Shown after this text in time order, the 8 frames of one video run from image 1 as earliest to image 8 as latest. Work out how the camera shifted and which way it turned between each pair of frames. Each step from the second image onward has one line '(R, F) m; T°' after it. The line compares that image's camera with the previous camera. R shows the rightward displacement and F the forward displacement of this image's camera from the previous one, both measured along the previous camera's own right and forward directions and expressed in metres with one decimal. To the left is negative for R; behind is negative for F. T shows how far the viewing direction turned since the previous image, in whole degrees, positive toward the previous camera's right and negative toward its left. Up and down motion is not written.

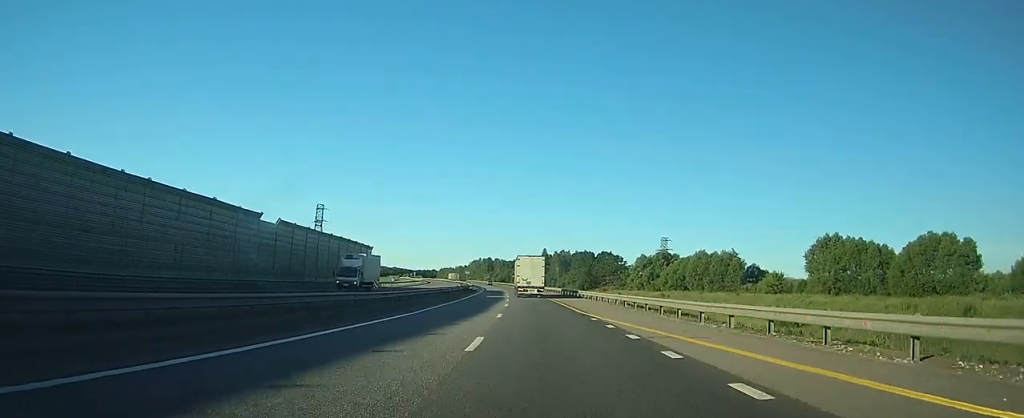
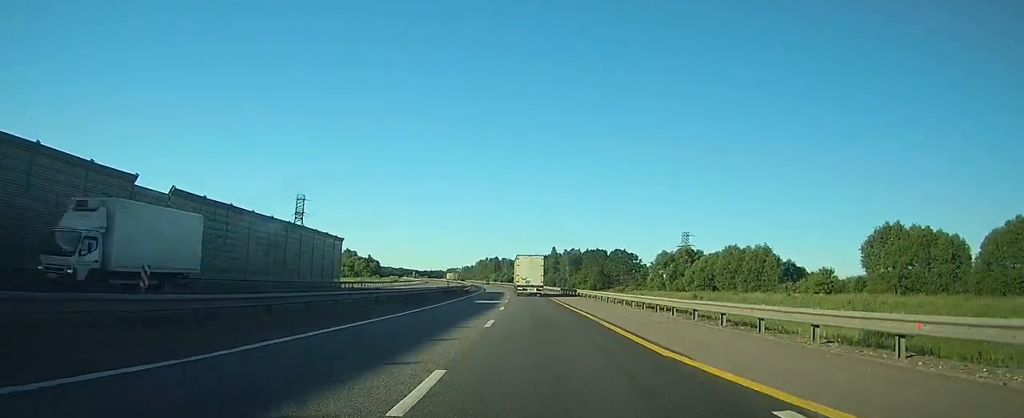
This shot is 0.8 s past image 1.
(-0.1, +18.1) m; -1°
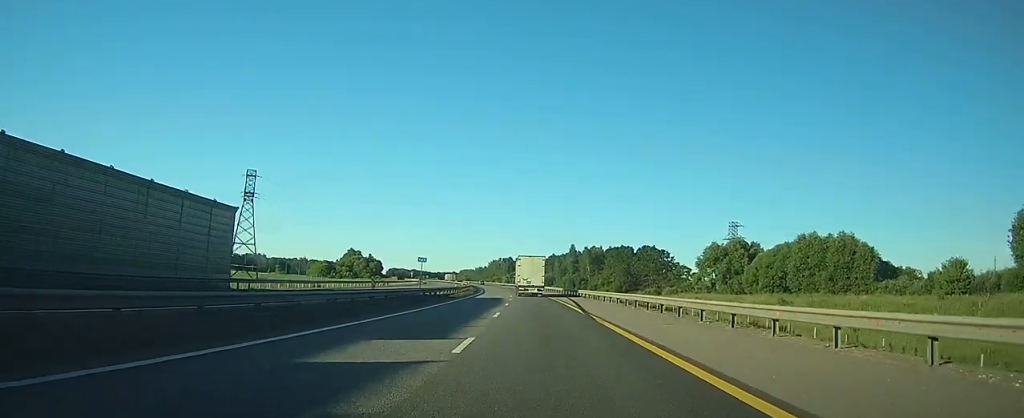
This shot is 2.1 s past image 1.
(-0.3, +31.7) m; -1°
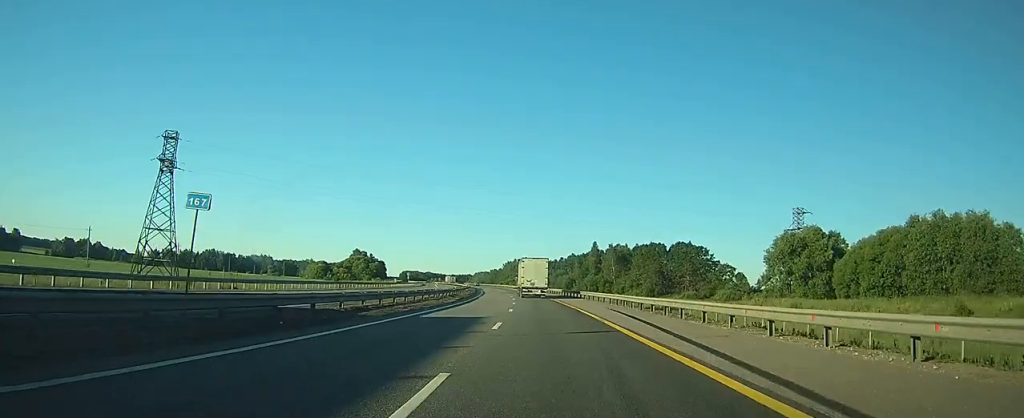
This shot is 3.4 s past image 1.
(-0.4, +30.1) m; -2°
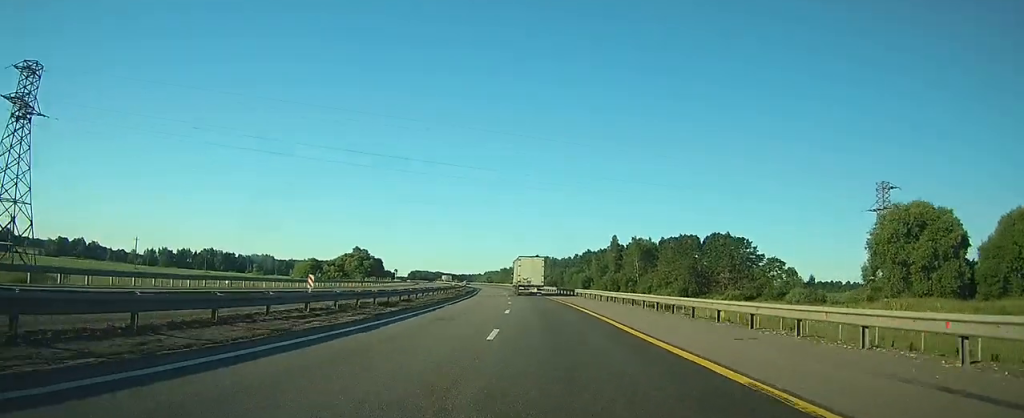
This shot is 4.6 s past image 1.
(-0.3, +28.3) m; -1°
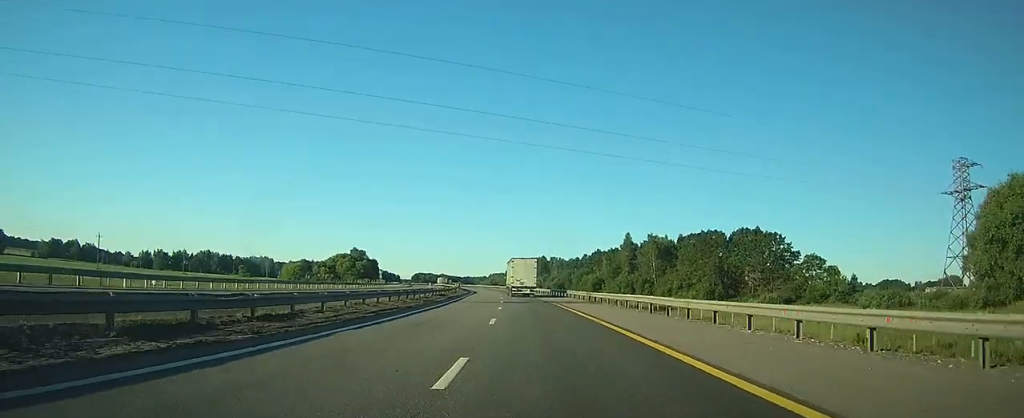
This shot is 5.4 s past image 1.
(0.0, +18.8) m; 0°
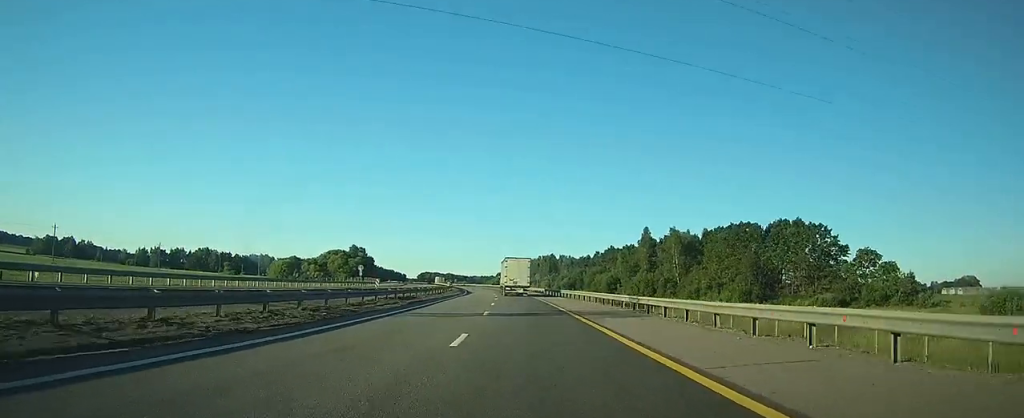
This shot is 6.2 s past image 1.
(-0.1, +19.4) m; -1°
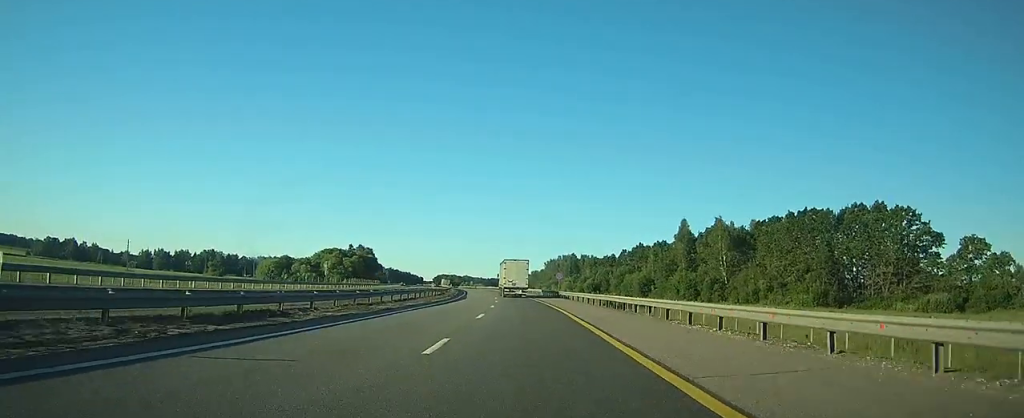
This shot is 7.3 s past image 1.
(-0.2, +25.5) m; -1°
